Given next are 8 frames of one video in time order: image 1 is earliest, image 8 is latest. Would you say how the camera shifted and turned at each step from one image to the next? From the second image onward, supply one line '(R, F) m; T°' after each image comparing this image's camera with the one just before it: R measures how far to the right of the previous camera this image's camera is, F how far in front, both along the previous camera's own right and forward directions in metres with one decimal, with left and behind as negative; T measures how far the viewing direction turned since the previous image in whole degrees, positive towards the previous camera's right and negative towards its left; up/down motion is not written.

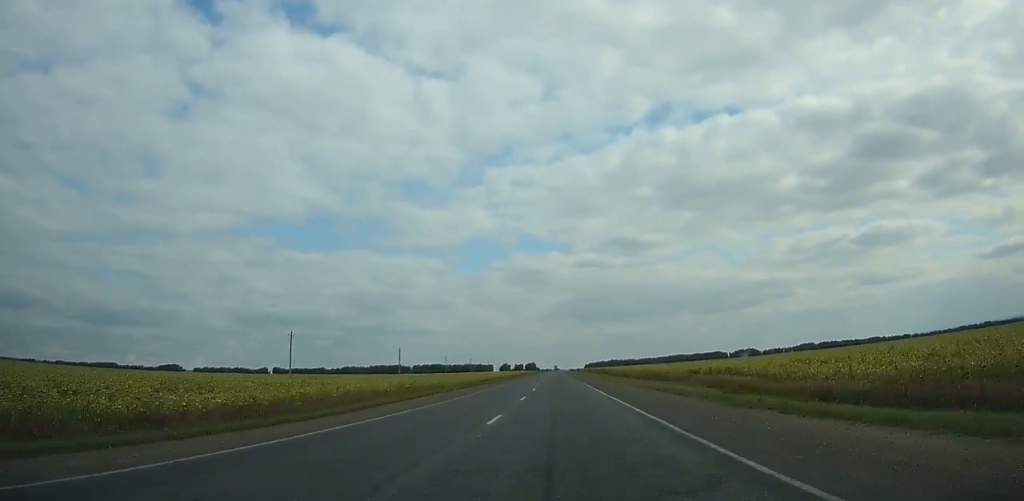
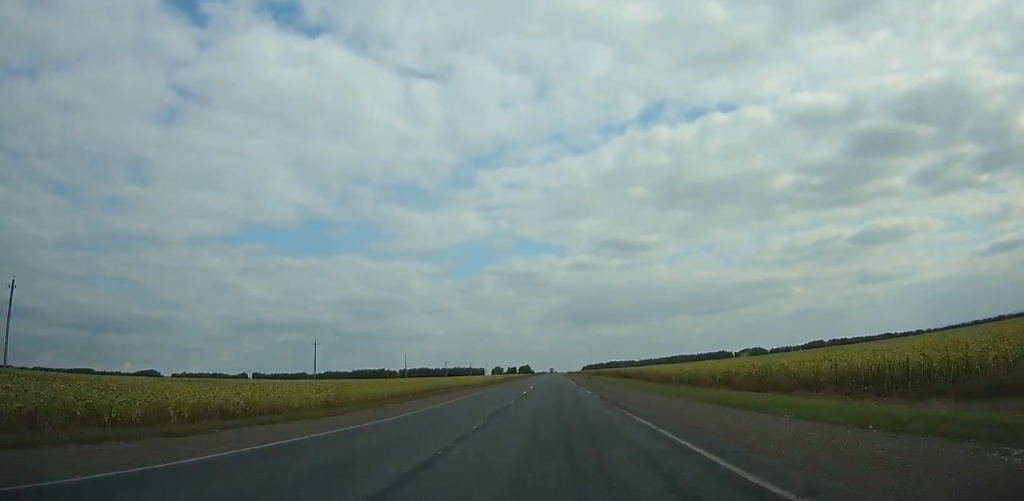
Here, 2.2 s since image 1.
(-0.1, +59.6) m; 0°
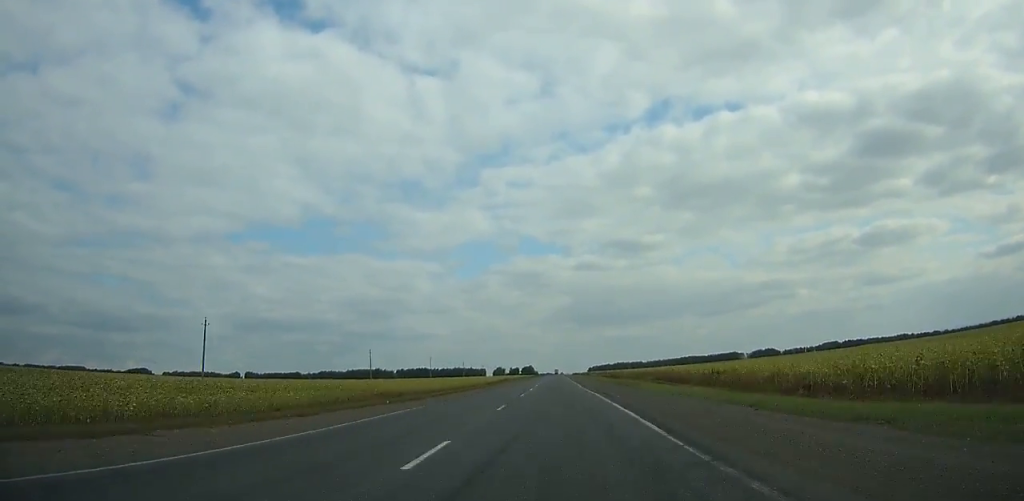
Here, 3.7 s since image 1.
(+0.1, +40.8) m; 0°
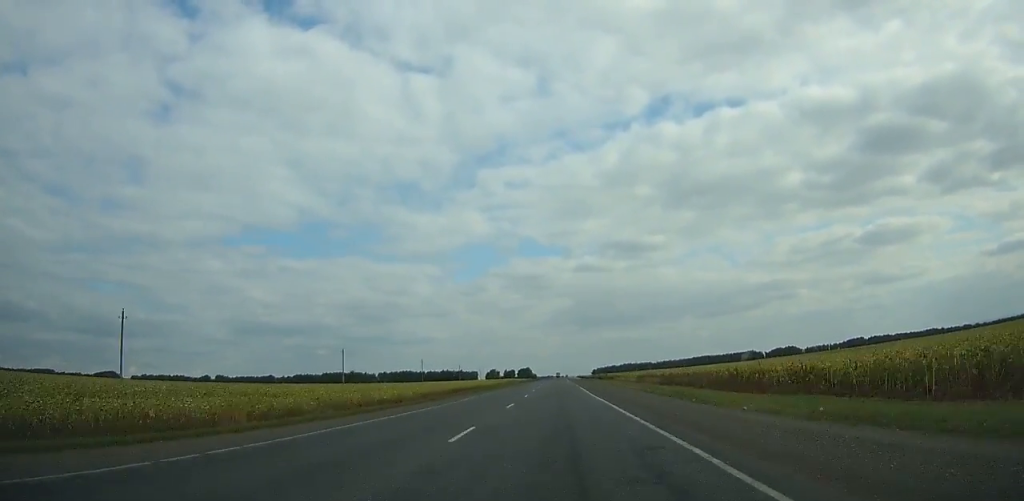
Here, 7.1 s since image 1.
(+0.1, +92.0) m; 0°
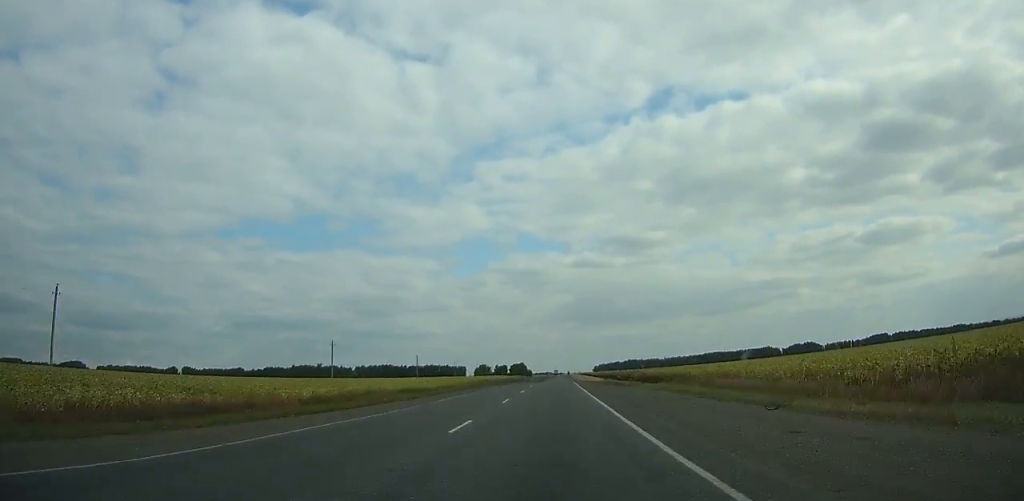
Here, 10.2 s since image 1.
(-0.2, +82.8) m; 0°
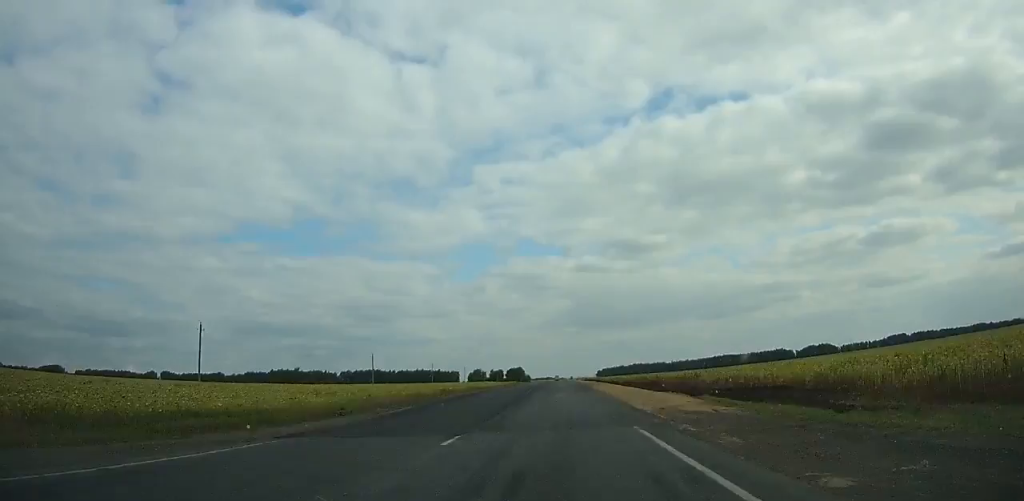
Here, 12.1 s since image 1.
(+0.1, +49.9) m; 0°
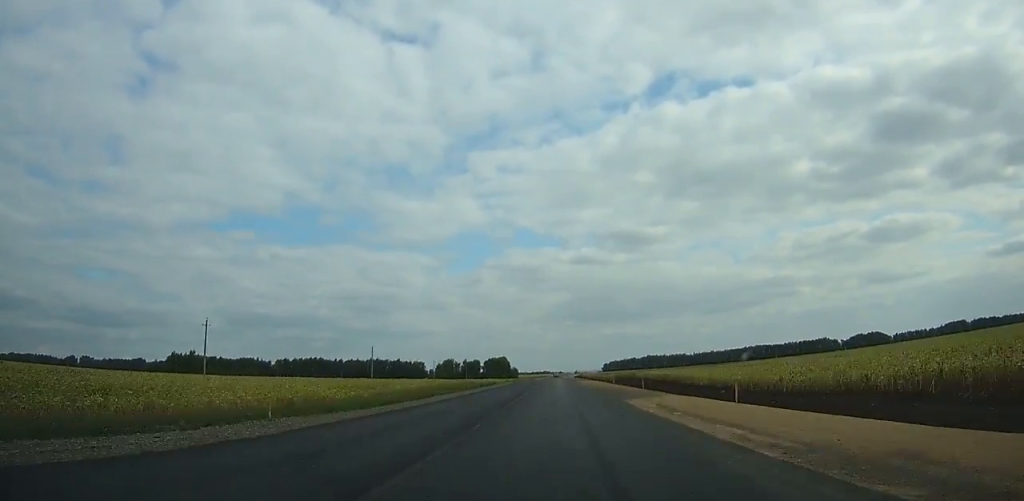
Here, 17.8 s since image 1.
(-0.2, +148.8) m; 0°
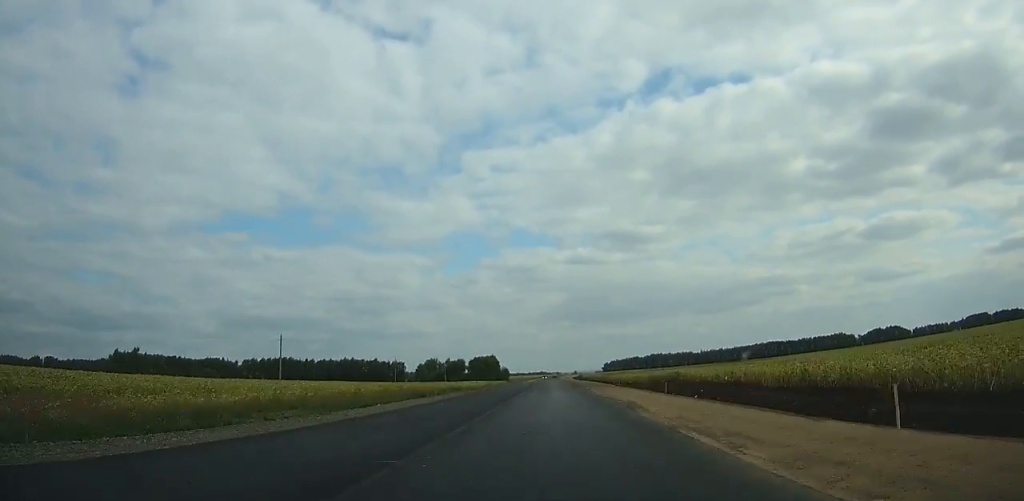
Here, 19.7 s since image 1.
(-0.1, +49.7) m; 0°
